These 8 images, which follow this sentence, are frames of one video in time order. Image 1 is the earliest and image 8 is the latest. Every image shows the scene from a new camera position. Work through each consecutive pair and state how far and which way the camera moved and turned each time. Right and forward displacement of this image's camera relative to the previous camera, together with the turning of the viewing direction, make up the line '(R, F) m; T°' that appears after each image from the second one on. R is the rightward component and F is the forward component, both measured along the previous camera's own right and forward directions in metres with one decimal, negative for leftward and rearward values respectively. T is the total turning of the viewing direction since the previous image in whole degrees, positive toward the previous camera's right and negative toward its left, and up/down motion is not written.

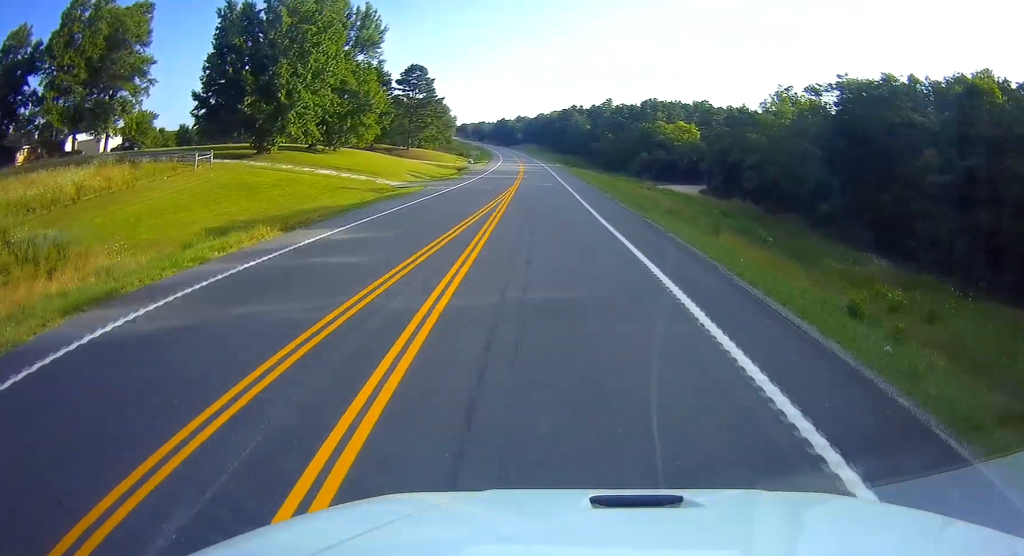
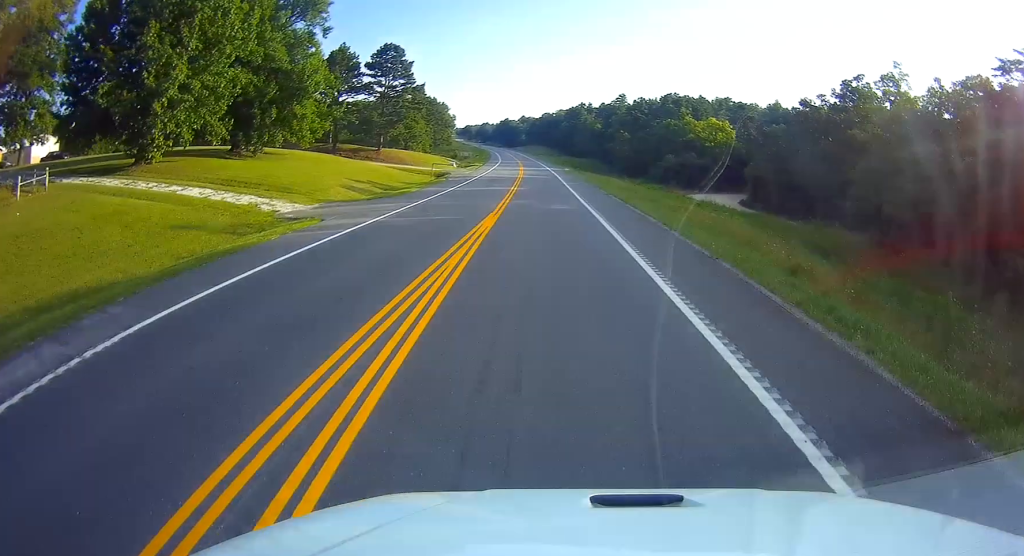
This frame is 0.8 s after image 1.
(-0.1, +21.7) m; 0°
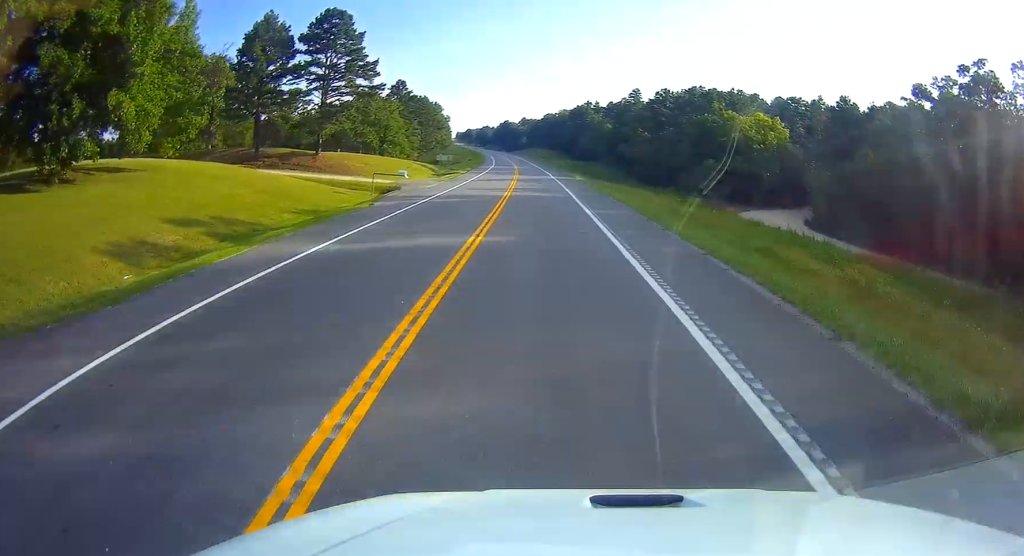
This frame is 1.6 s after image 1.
(0.0, +24.5) m; 0°
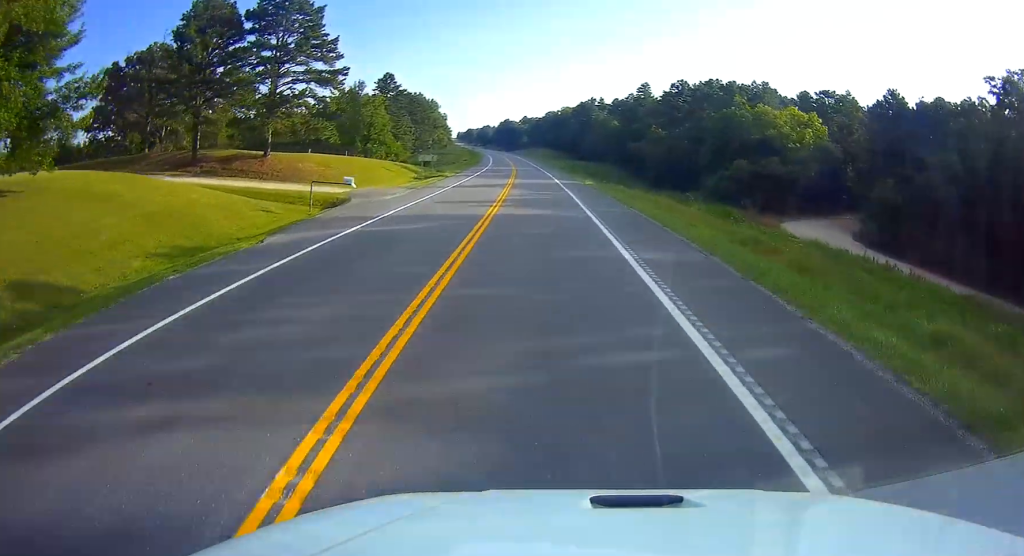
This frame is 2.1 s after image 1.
(0.0, +12.2) m; 0°
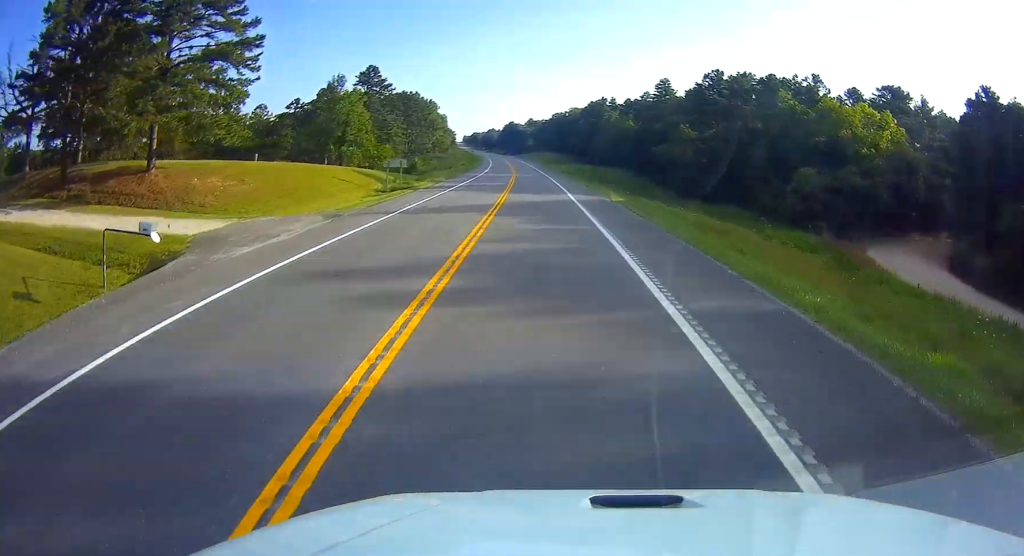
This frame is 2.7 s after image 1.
(0.0, +17.0) m; 0°
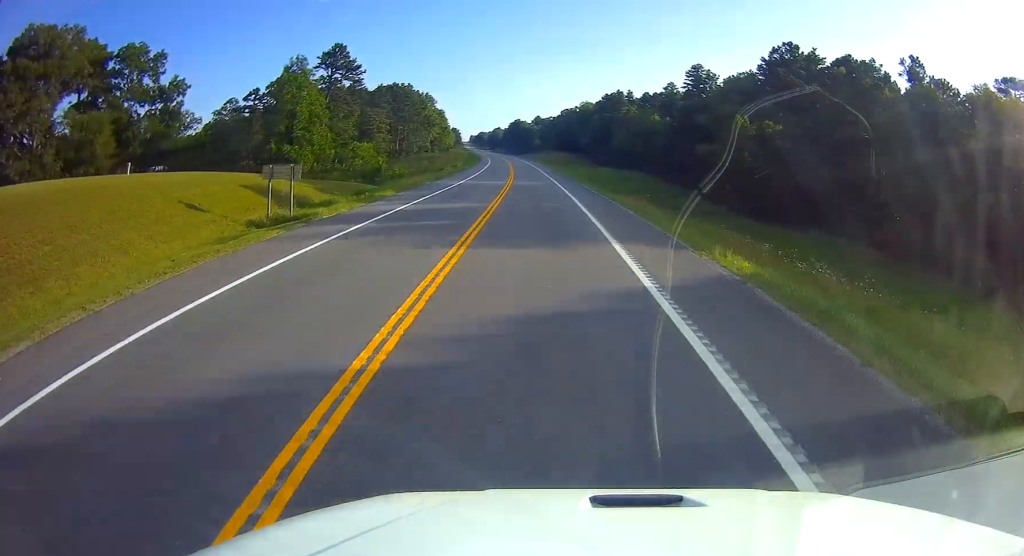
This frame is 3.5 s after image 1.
(0.0, +22.7) m; -1°
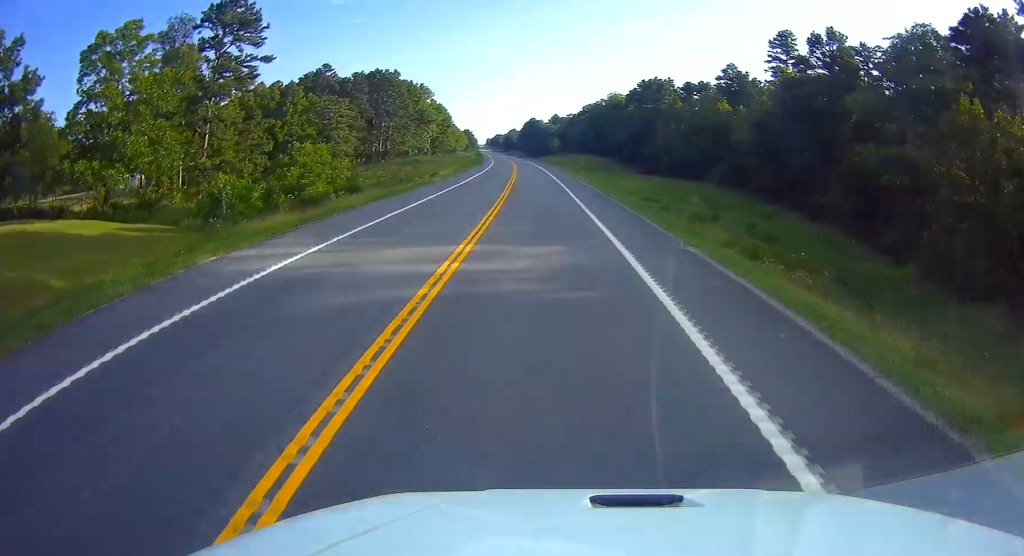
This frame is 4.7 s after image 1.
(-0.6, +36.2) m; -3°
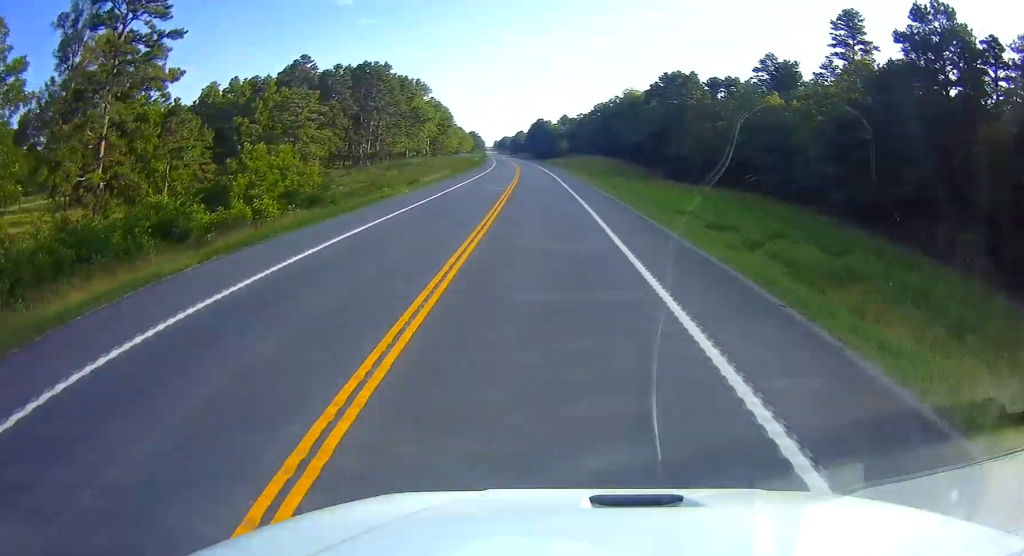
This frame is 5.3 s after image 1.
(-0.1, +16.3) m; -1°
